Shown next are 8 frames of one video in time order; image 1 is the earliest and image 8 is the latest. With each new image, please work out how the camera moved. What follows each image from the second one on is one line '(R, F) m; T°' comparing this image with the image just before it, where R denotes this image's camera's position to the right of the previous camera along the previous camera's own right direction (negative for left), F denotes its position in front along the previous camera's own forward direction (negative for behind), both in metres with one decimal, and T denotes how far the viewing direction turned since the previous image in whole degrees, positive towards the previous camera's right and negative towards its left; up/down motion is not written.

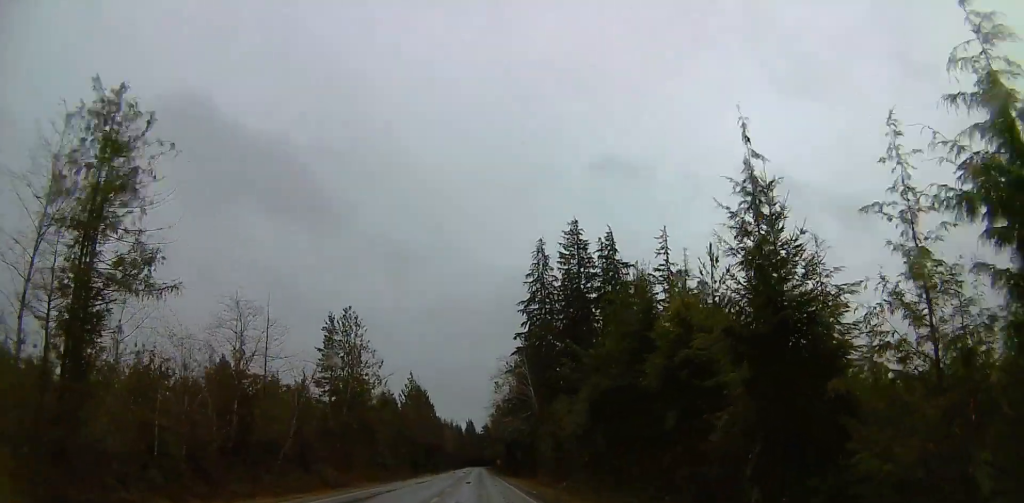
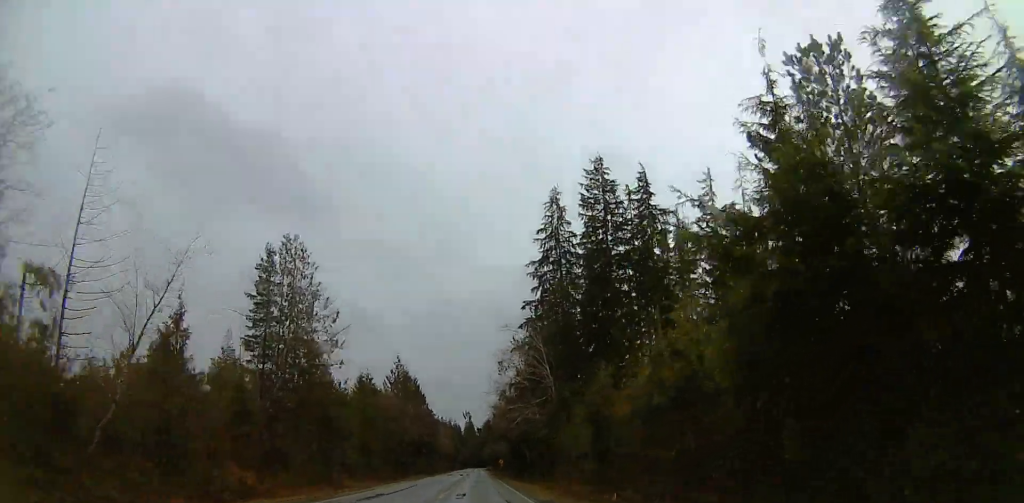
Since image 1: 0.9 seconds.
(0.0, +18.7) m; 0°
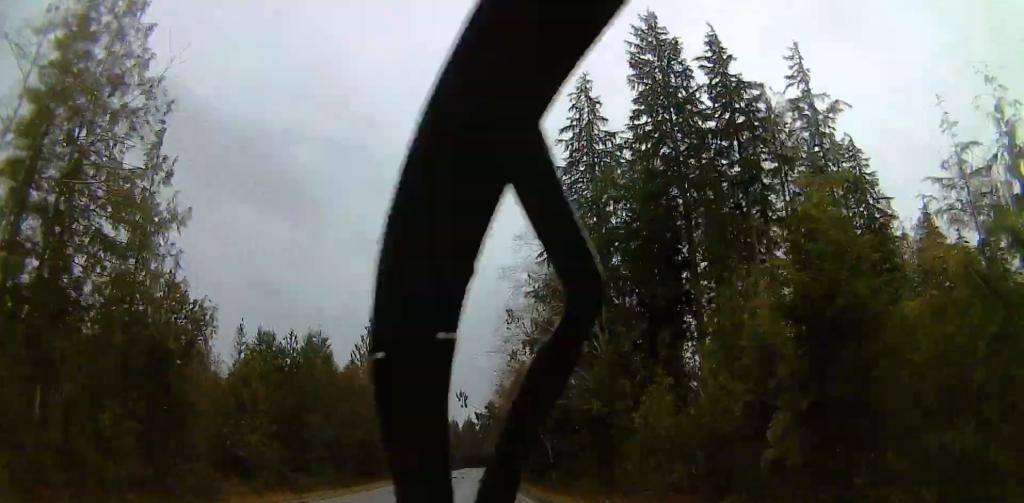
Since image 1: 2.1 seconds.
(0.0, +25.1) m; -1°
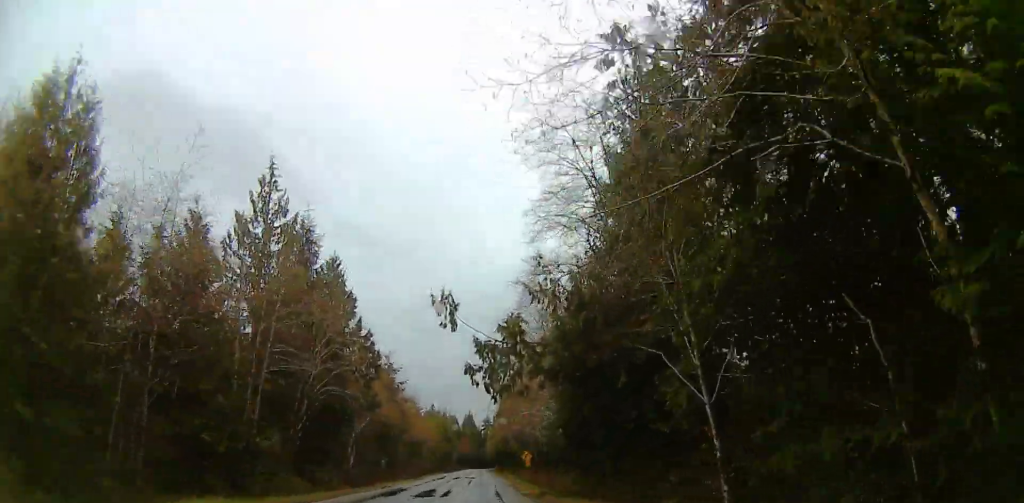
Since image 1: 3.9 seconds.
(-1.3, +40.5) m; -1°
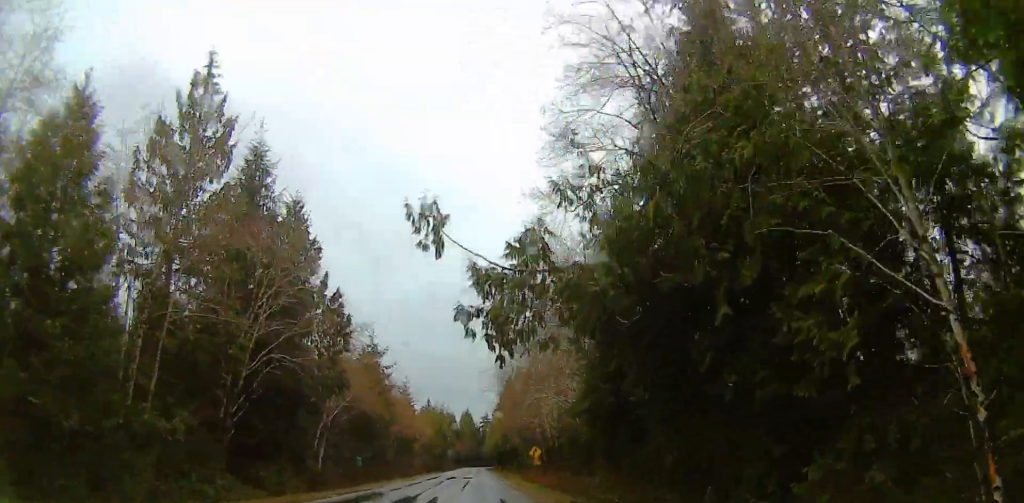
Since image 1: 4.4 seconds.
(+0.4, +10.8) m; +1°
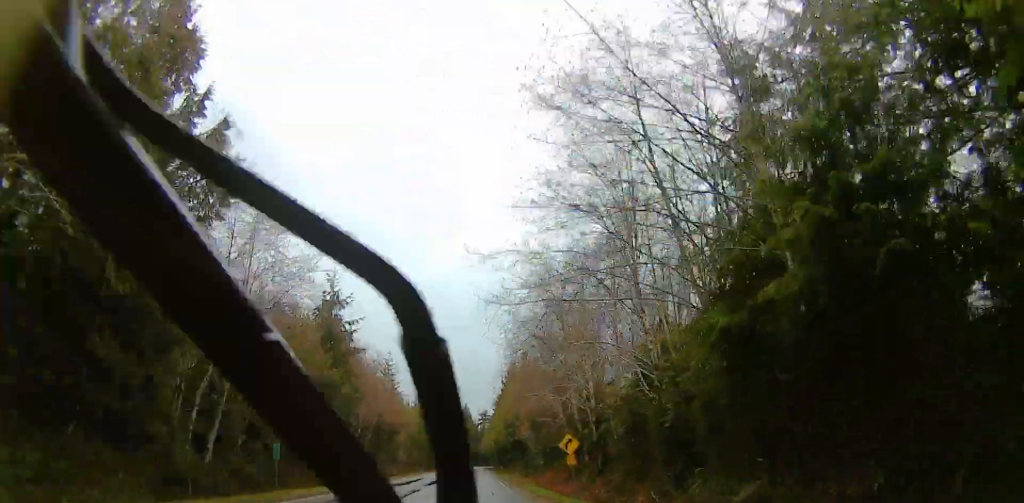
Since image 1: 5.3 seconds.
(+0.2, +19.2) m; +1°
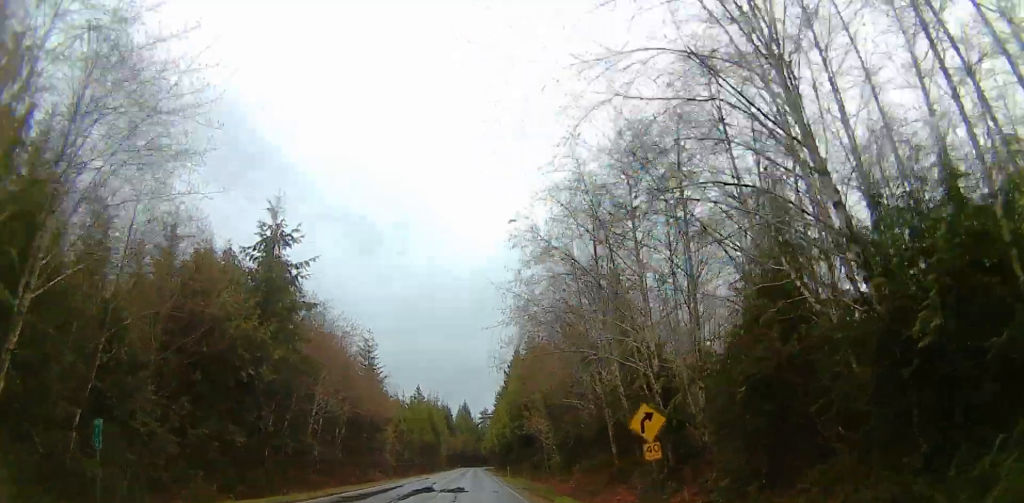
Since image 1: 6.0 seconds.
(0.0, +14.1) m; -1°
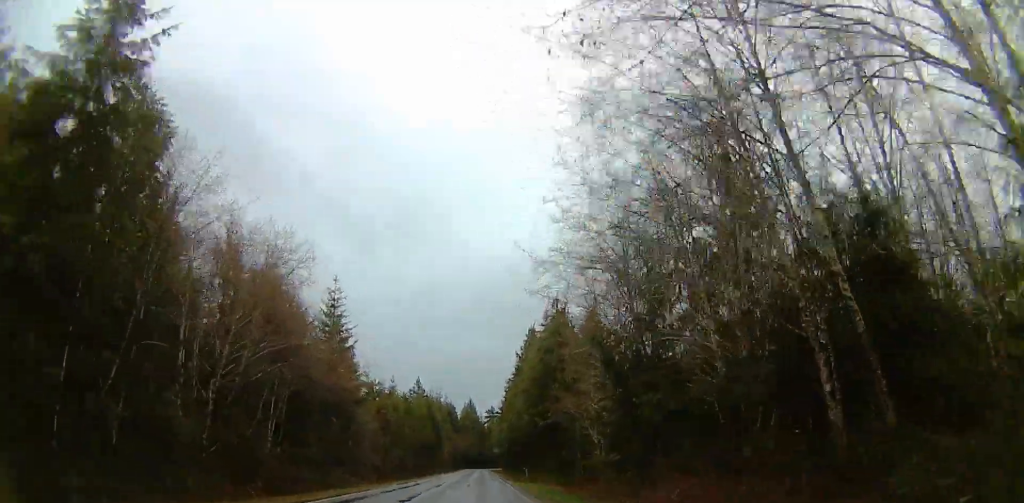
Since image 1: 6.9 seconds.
(-0.2, +18.9) m; -2°
